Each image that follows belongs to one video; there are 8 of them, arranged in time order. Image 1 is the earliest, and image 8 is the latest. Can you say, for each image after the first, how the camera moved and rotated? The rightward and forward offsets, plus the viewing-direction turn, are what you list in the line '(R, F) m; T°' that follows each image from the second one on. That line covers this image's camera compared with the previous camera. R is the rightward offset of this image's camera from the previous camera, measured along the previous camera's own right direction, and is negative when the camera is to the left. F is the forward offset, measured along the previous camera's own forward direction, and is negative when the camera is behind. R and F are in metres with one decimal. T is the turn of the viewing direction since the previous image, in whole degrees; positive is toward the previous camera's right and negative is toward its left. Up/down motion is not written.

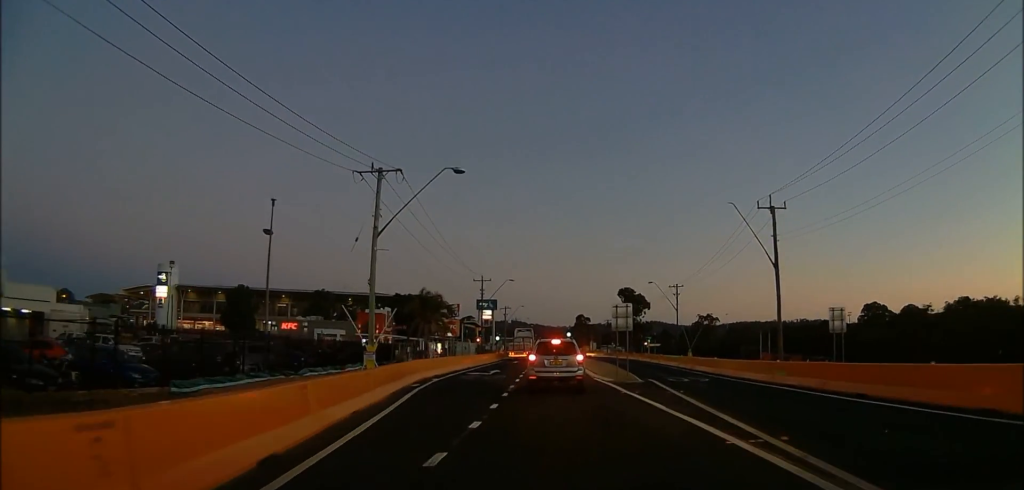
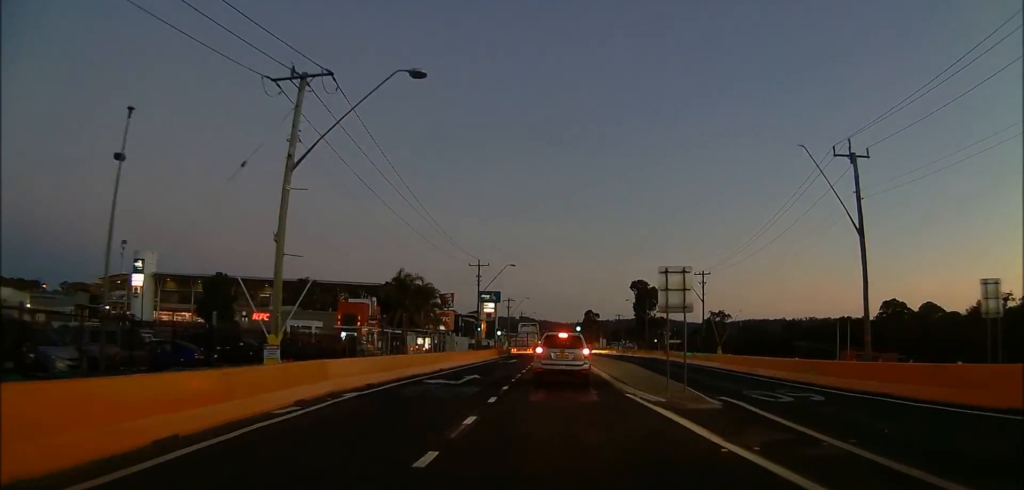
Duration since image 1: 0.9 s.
(+0.2, +11.9) m; -1°
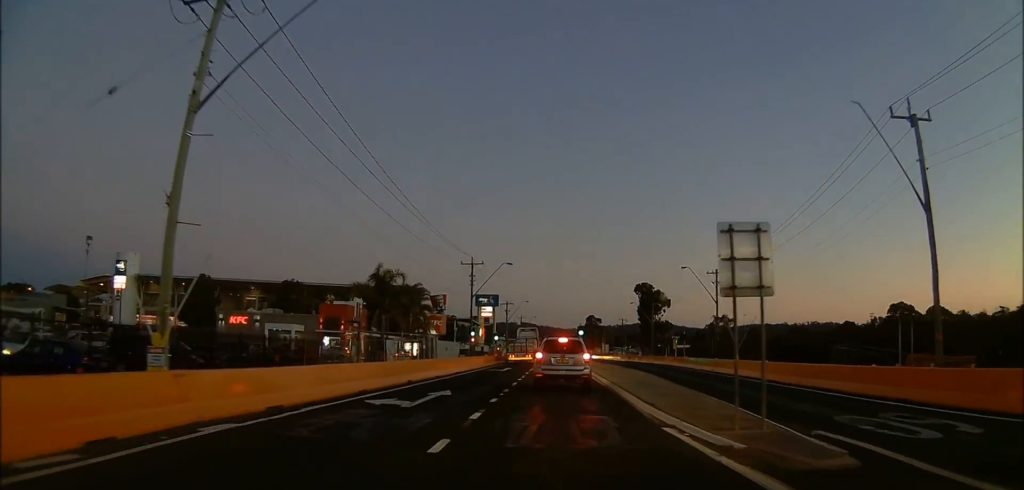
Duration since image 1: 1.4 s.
(+0.1, +6.3) m; -1°
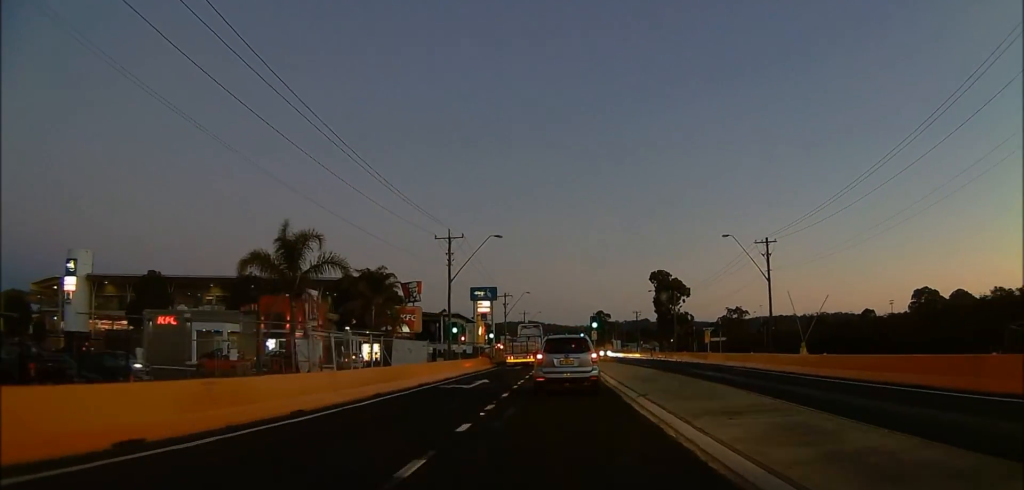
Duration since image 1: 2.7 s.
(-0.7, +15.3) m; -2°
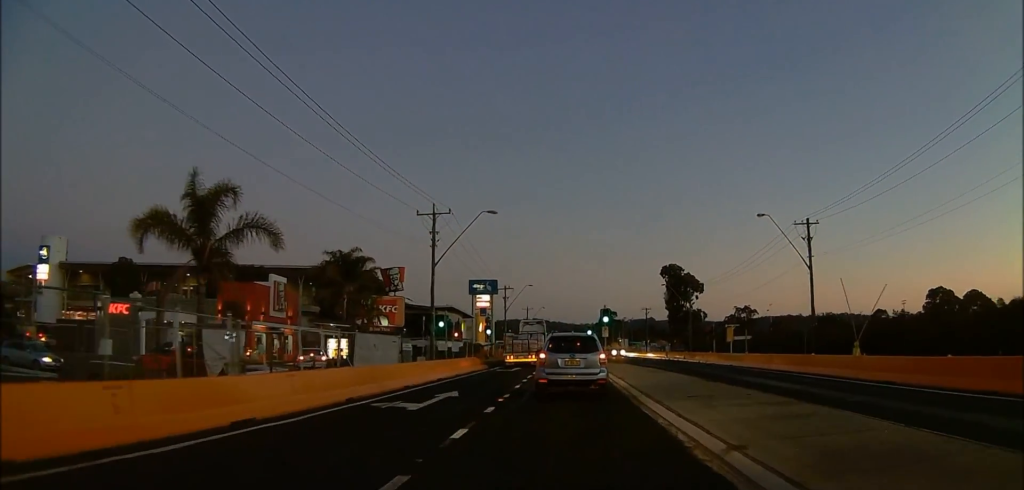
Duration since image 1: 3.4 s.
(0.0, +7.8) m; 0°
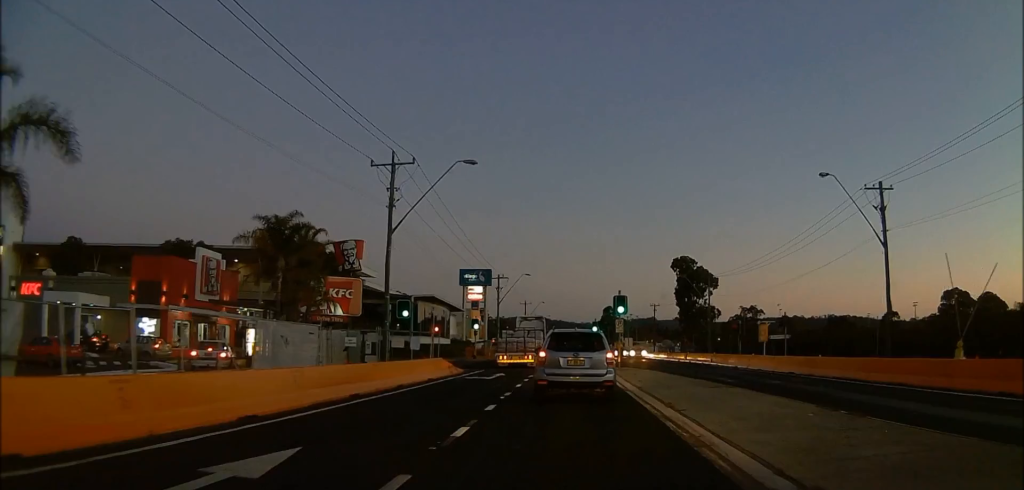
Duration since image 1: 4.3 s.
(0.0, +10.7) m; 0°
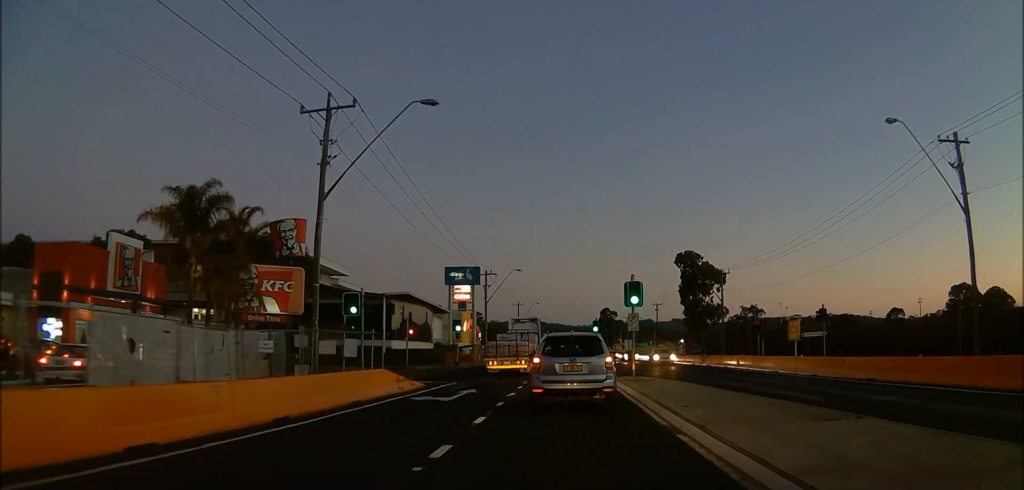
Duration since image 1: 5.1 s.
(0.0, +8.3) m; 0°
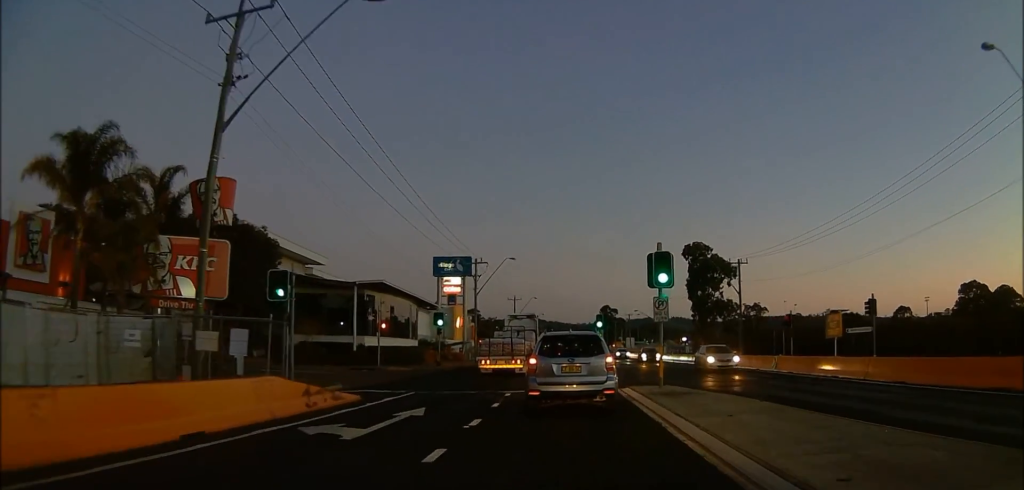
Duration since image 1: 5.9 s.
(0.0, +7.9) m; +1°
